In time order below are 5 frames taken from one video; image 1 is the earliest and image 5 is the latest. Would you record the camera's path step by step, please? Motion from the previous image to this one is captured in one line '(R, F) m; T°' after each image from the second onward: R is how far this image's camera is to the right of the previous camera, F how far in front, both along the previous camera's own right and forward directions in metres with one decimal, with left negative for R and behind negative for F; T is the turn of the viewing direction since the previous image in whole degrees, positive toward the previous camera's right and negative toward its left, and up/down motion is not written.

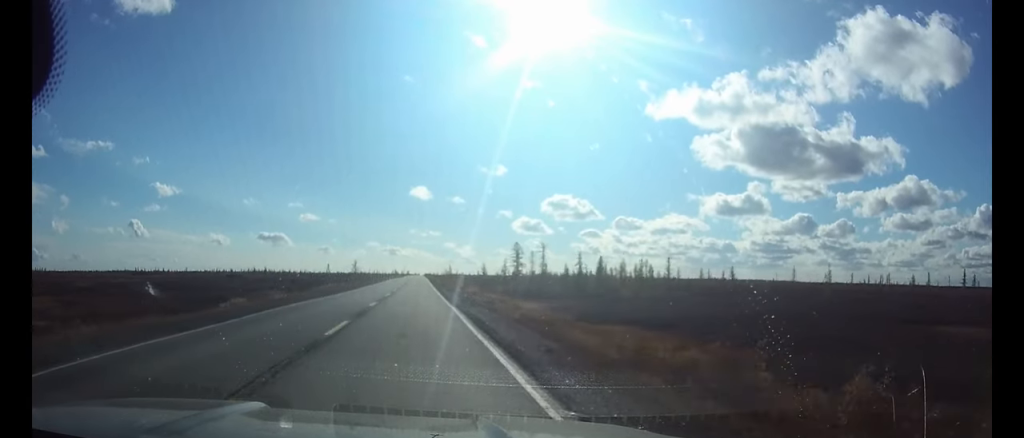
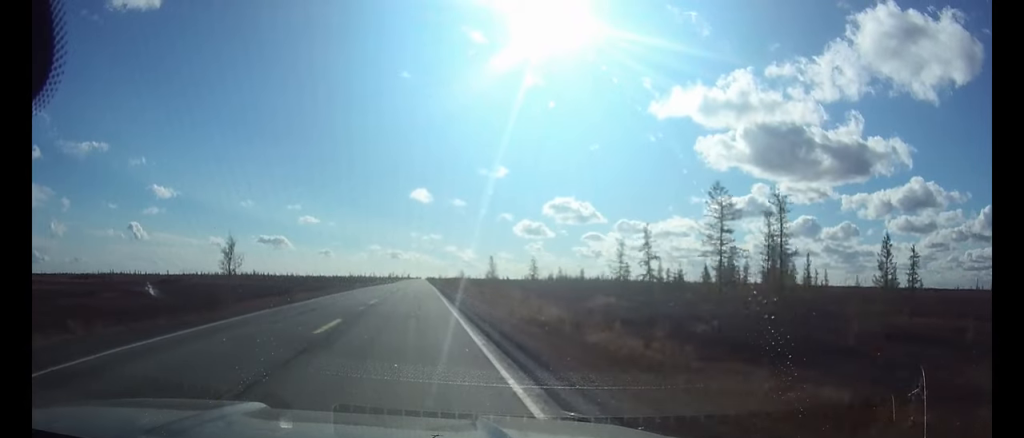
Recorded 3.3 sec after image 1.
(-0.1, +72.0) m; 0°
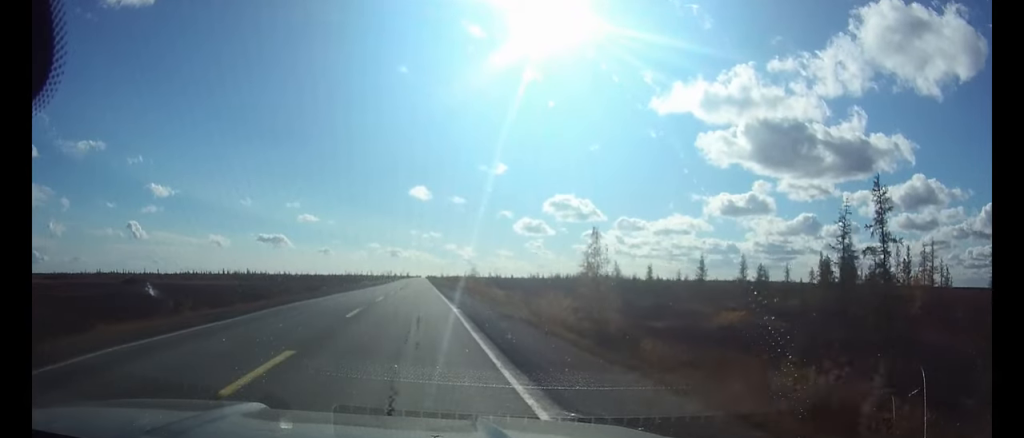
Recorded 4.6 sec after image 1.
(0.0, +30.5) m; 0°
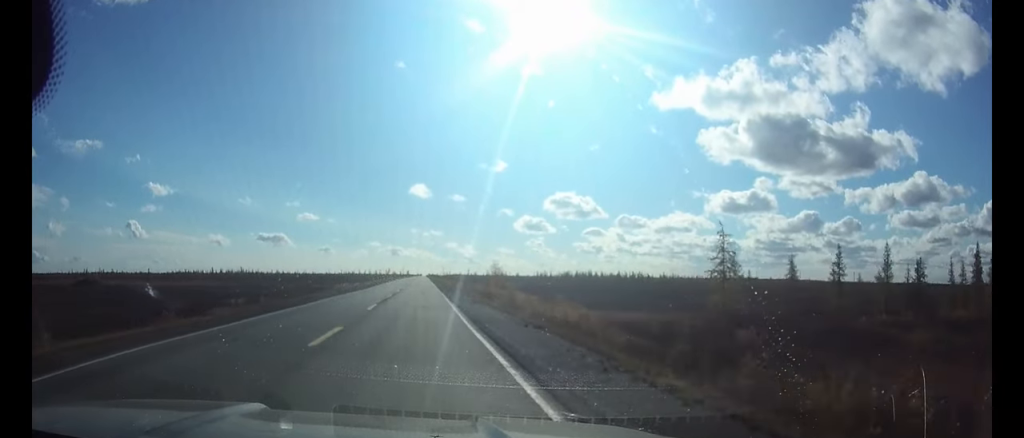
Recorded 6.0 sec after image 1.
(0.0, +30.6) m; 0°
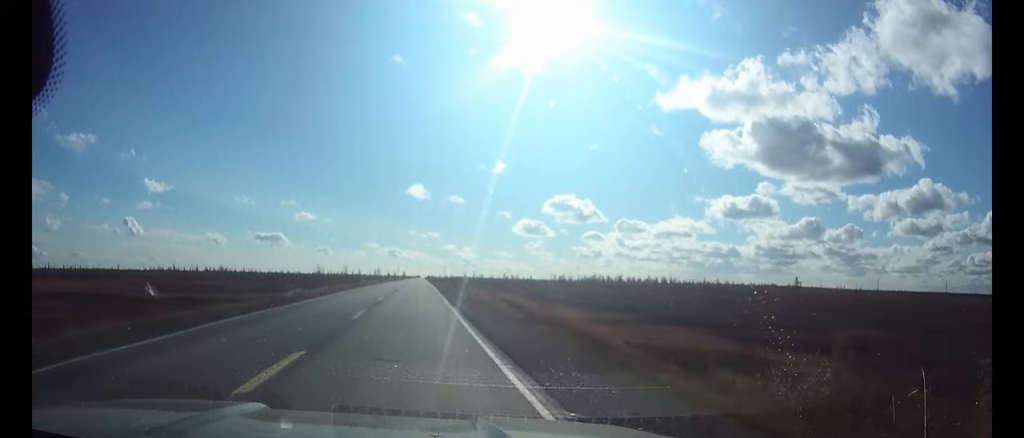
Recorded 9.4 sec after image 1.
(+0.1, +77.5) m; 0°
